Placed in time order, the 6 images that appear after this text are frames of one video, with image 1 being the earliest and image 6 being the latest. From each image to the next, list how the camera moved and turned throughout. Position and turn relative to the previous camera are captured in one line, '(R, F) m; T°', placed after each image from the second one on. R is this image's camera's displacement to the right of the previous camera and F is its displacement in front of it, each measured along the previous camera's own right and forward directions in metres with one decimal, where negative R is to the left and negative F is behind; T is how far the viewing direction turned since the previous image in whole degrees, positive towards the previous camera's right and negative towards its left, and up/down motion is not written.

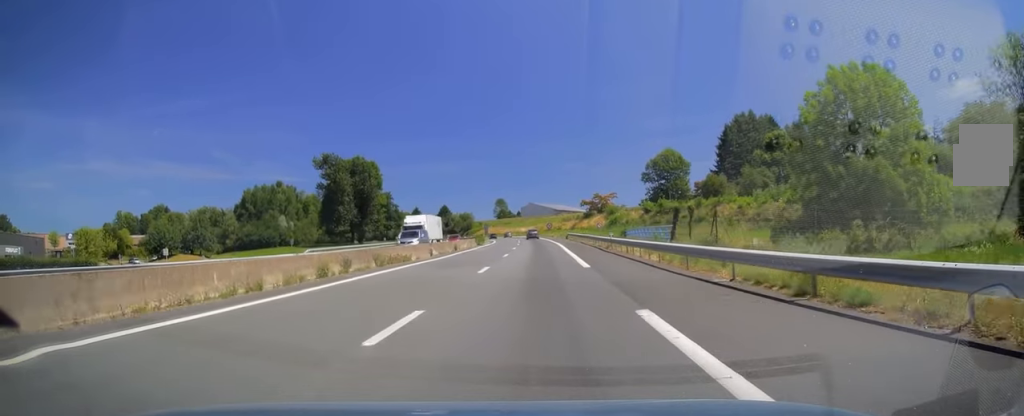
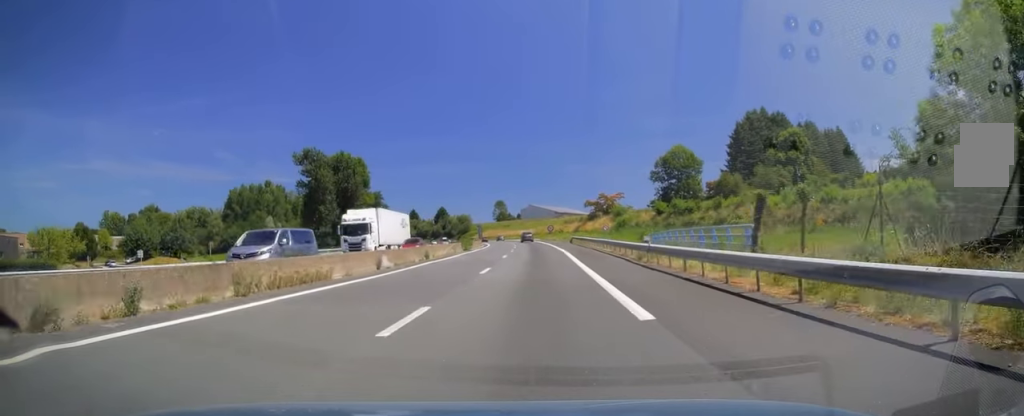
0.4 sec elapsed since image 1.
(0.0, +12.3) m; 0°
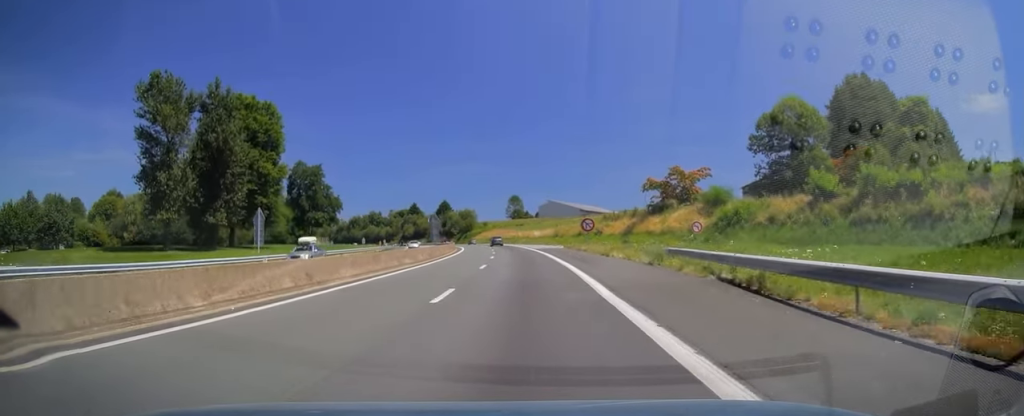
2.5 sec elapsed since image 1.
(0.0, +60.8) m; -1°
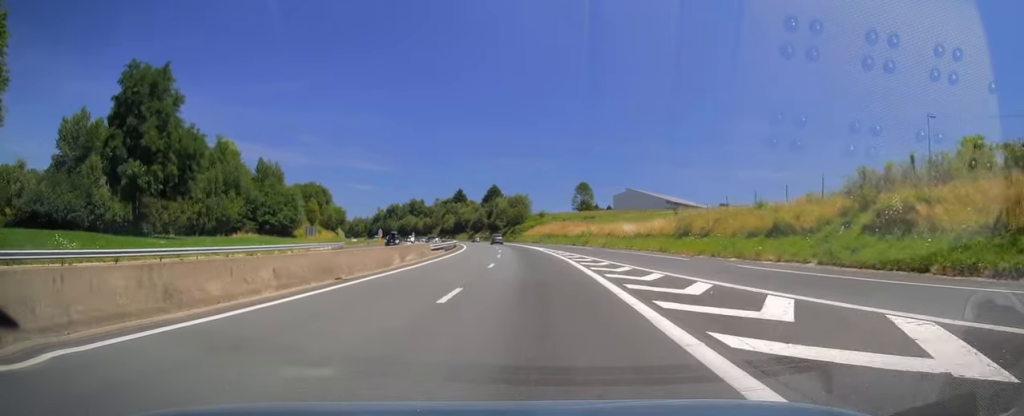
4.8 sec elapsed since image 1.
(-2.6, +66.6) m; -5°
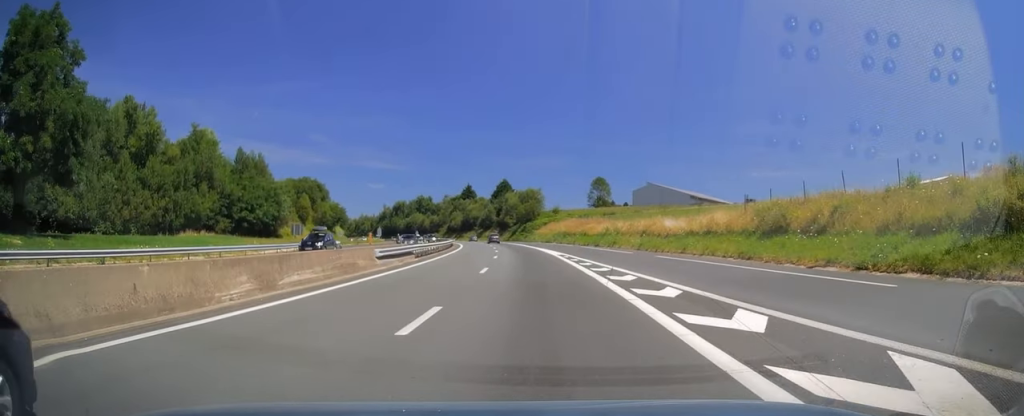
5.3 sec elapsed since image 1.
(-0.2, +17.1) m; -1°
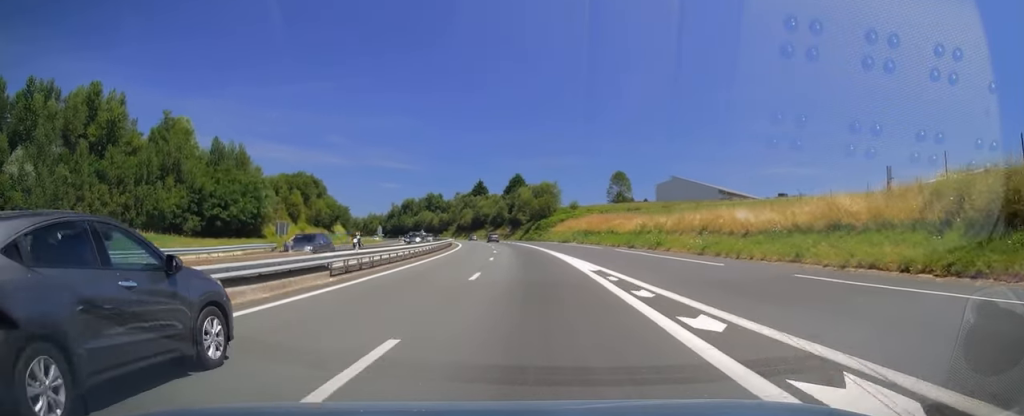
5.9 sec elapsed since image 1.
(-0.2, +16.6) m; -2°
